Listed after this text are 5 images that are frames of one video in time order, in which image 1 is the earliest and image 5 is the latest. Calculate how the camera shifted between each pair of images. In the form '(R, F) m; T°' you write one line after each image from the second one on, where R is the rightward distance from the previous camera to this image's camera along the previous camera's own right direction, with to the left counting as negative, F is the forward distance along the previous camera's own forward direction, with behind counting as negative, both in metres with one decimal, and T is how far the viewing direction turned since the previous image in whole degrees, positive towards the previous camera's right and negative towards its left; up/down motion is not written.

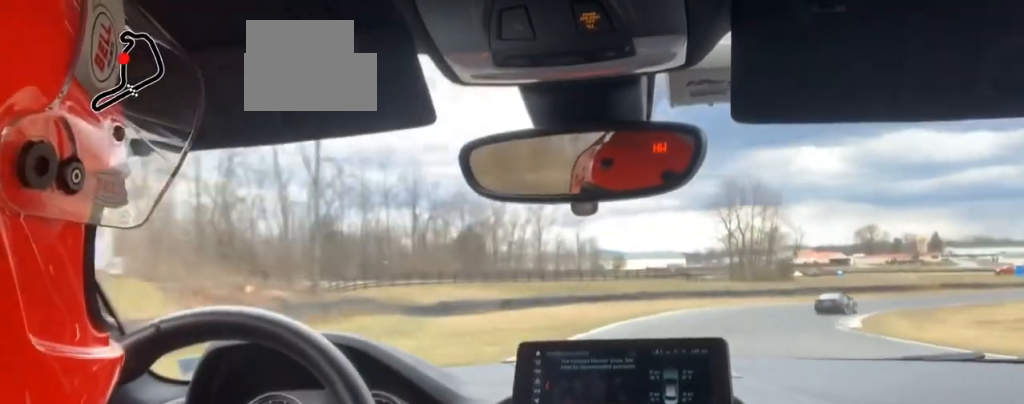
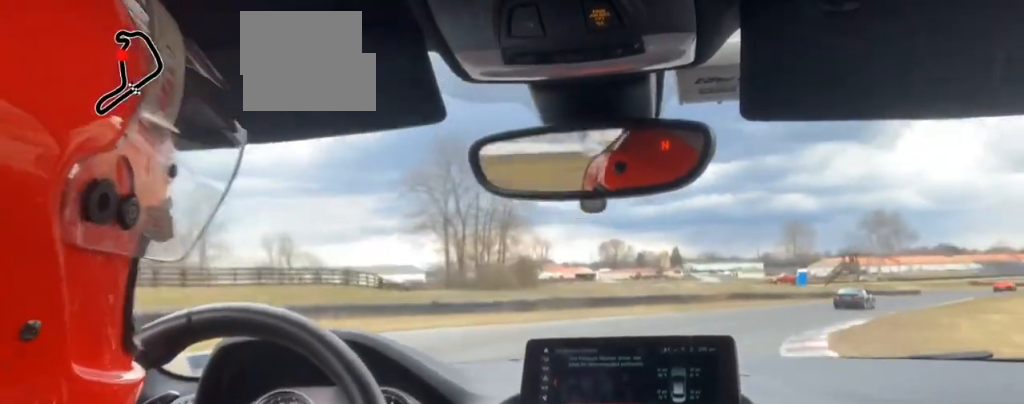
(+2.8, +49.6) m; +3°
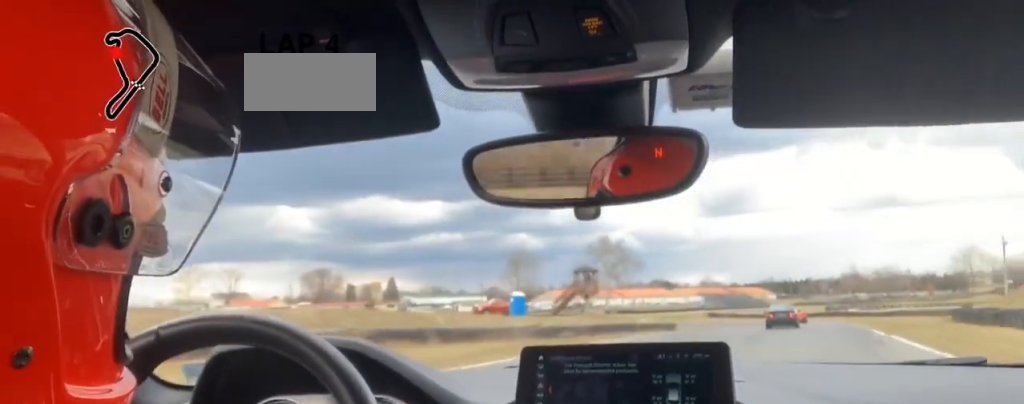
(0.0, +48.4) m; 0°
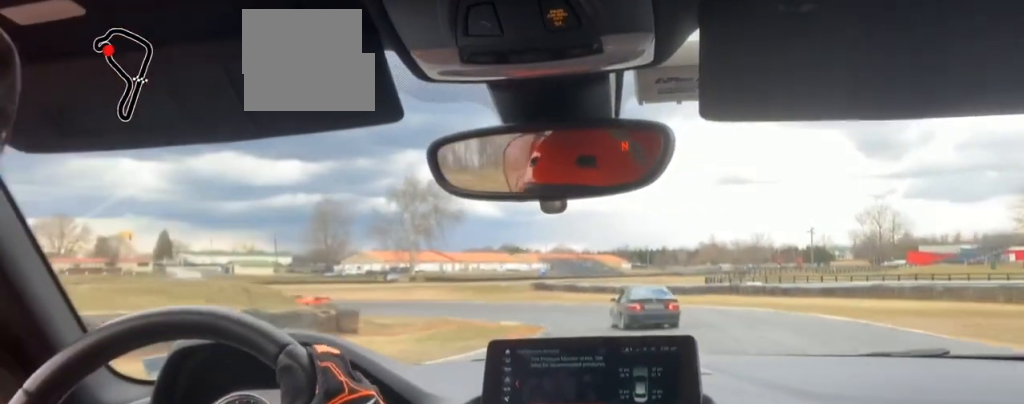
(-0.1, +58.5) m; -1°
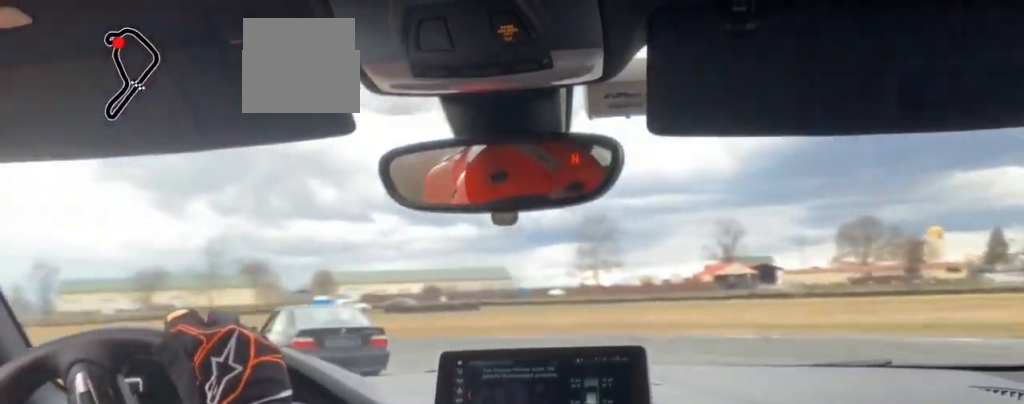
(-1.0, +58.8) m; -4°
